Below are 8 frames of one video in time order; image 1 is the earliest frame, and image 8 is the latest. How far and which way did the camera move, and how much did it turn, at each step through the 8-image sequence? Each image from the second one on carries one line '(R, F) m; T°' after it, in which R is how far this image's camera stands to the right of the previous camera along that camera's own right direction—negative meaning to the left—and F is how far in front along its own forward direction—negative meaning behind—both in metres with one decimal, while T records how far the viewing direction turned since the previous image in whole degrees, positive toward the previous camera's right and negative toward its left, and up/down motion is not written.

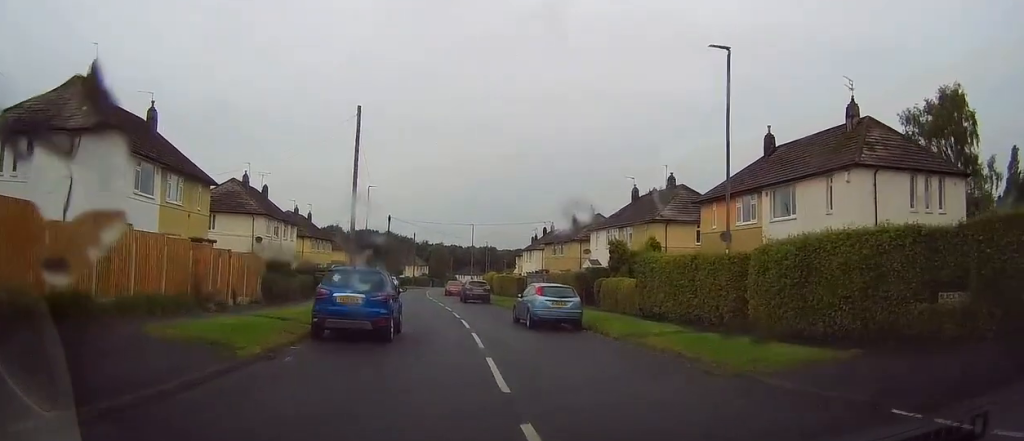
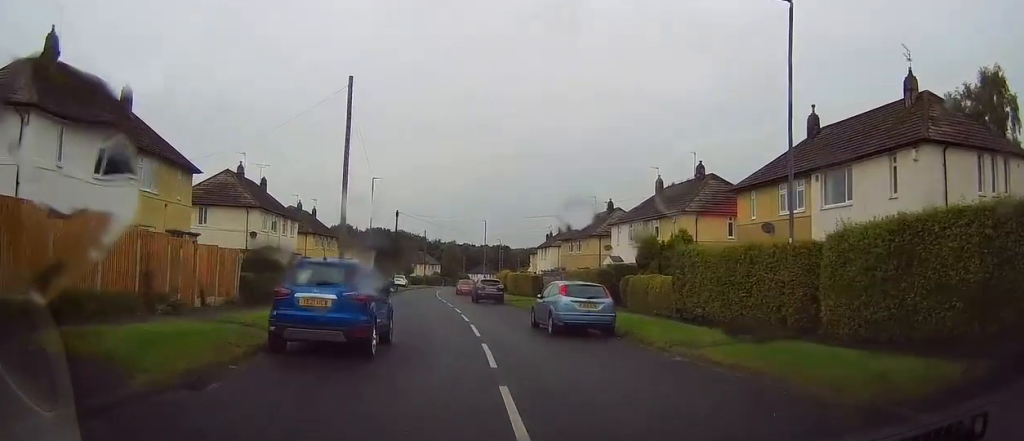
(0.0, +3.7) m; -2°
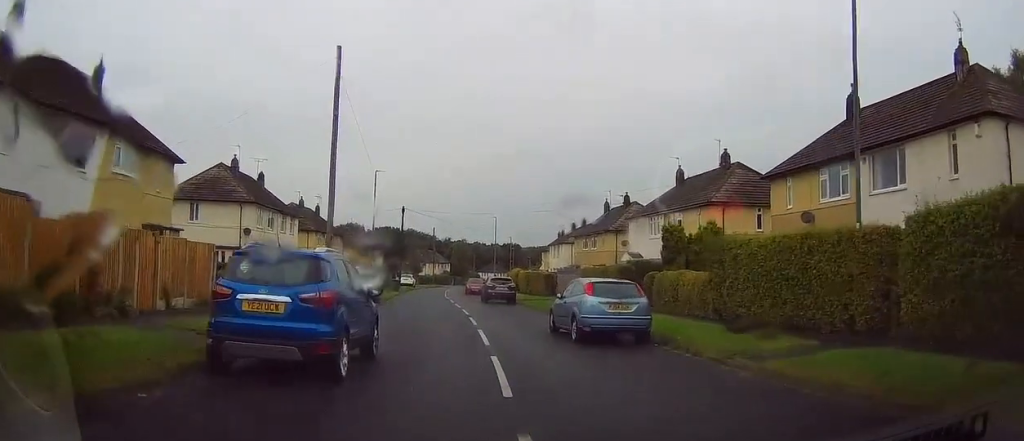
(0.0, +3.0) m; -1°
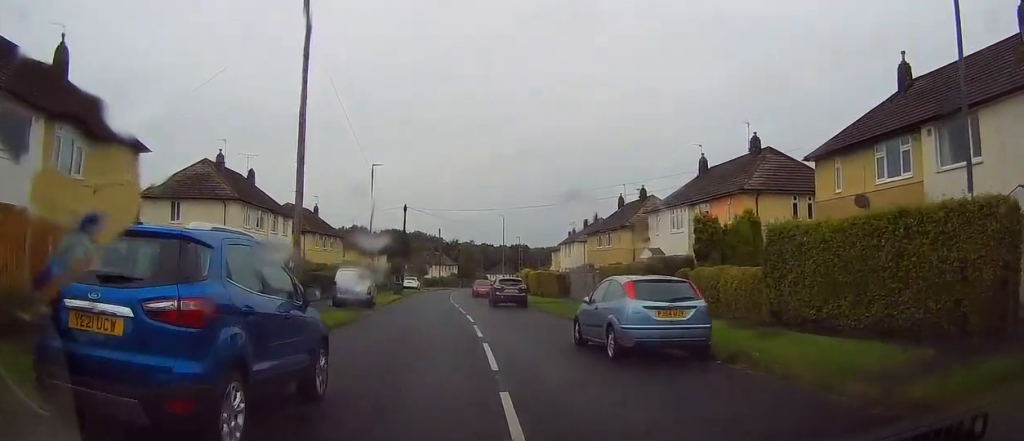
(-0.2, +3.8) m; -2°
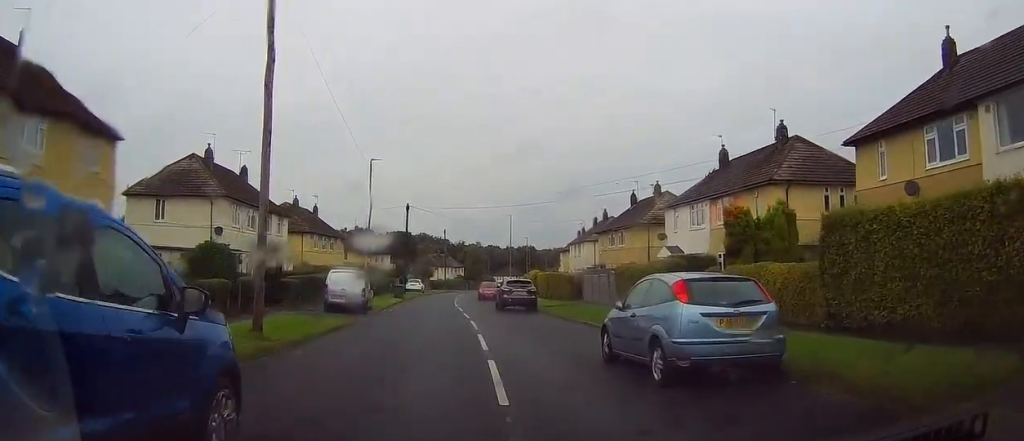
(0.0, +2.8) m; -1°
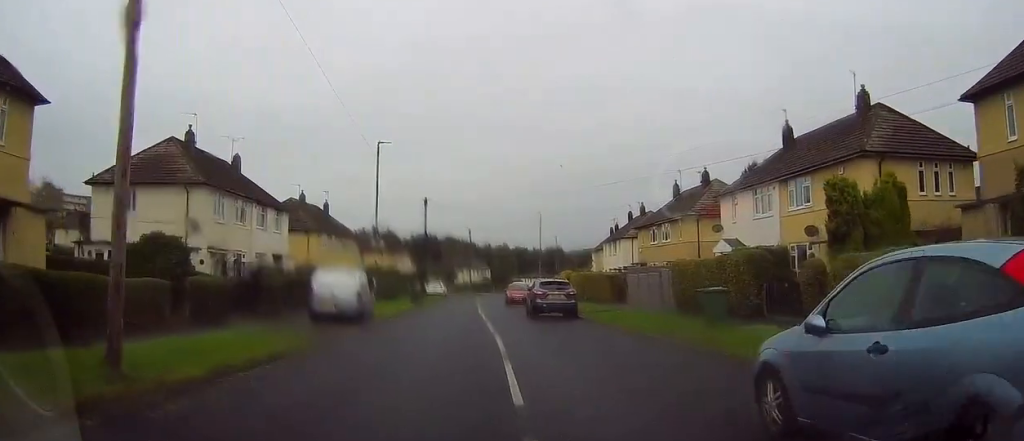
(0.0, +6.0) m; 0°
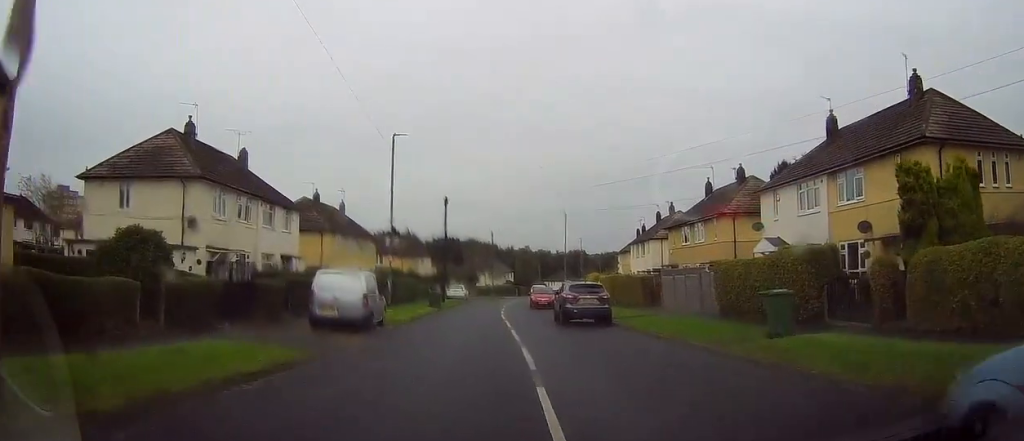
(0.0, +2.6) m; -2°
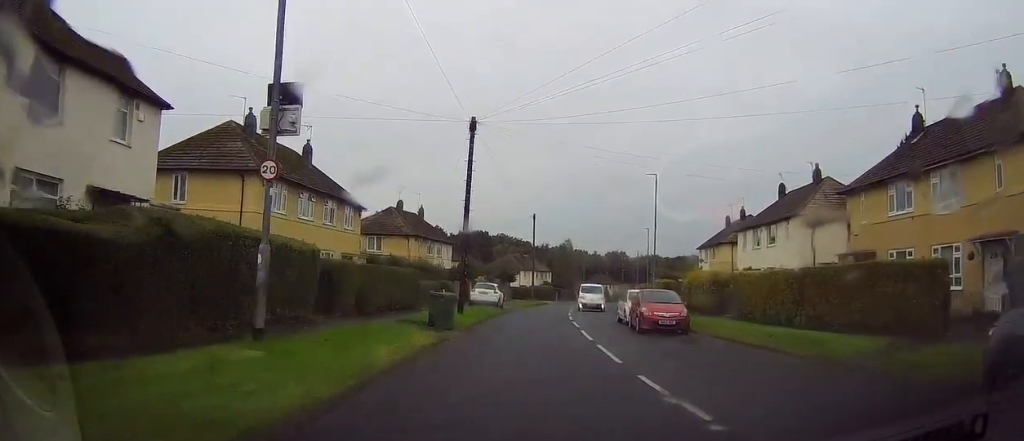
(-1.2, +22.7) m; -4°
